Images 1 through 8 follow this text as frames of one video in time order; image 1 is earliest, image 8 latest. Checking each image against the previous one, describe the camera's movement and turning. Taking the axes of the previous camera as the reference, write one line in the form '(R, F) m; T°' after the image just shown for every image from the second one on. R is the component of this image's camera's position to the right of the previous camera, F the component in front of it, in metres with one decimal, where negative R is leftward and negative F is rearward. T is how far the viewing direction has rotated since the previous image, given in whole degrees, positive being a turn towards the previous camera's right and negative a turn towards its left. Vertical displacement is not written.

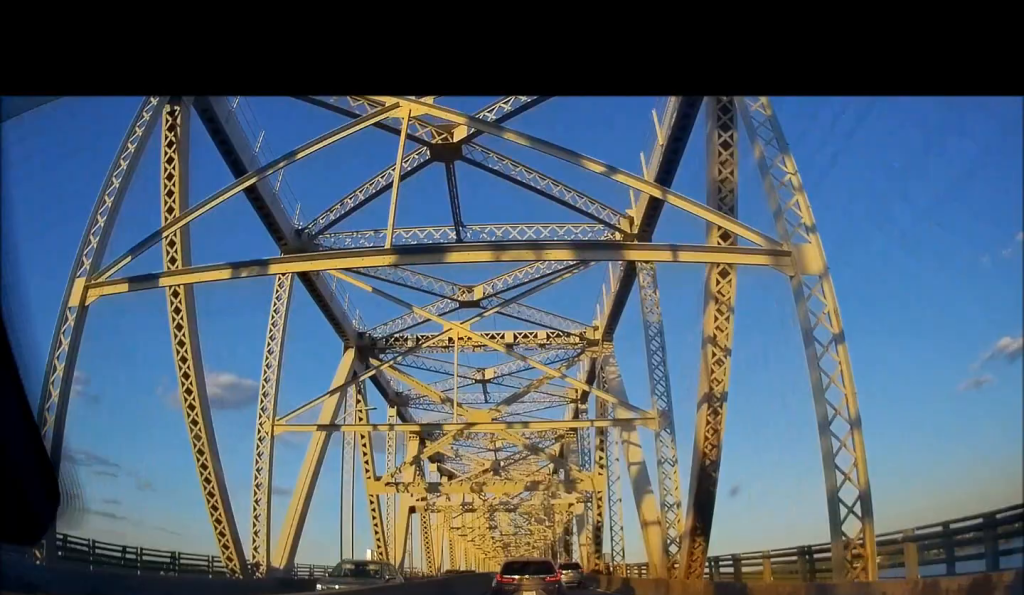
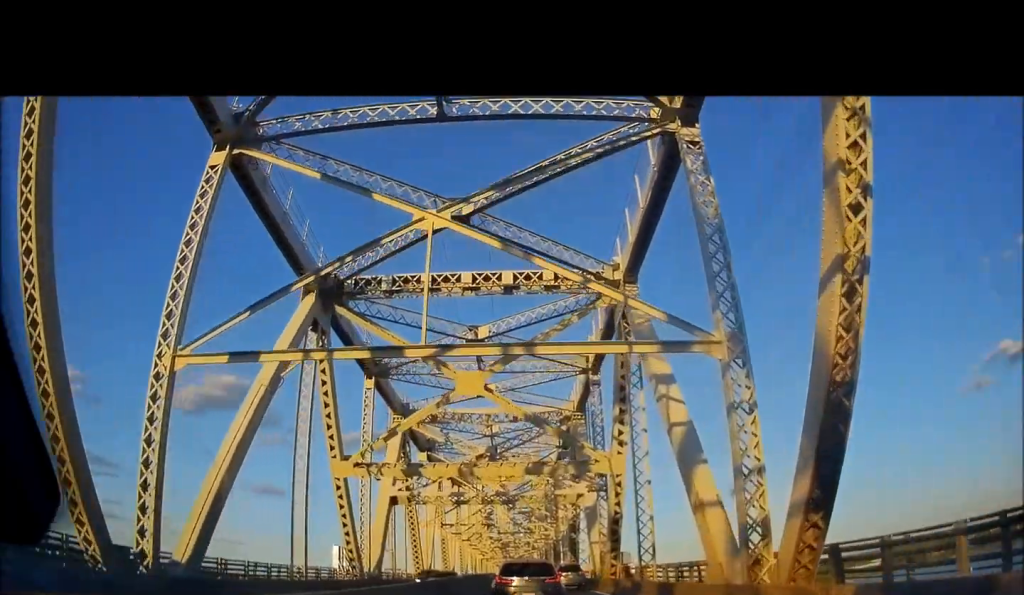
(-0.2, +7.3) m; -1°
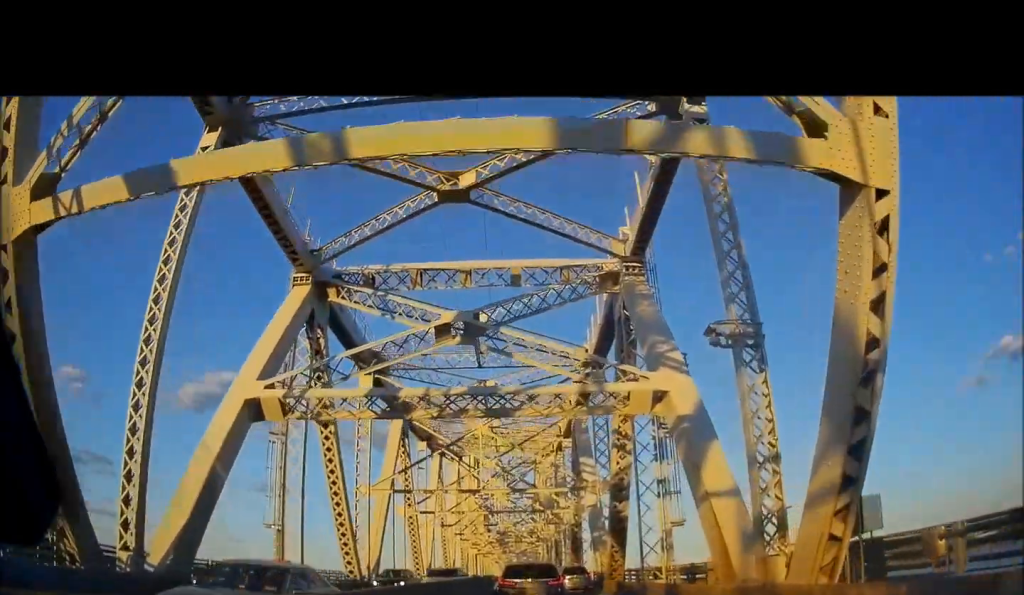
(-0.5, +23.4) m; -1°
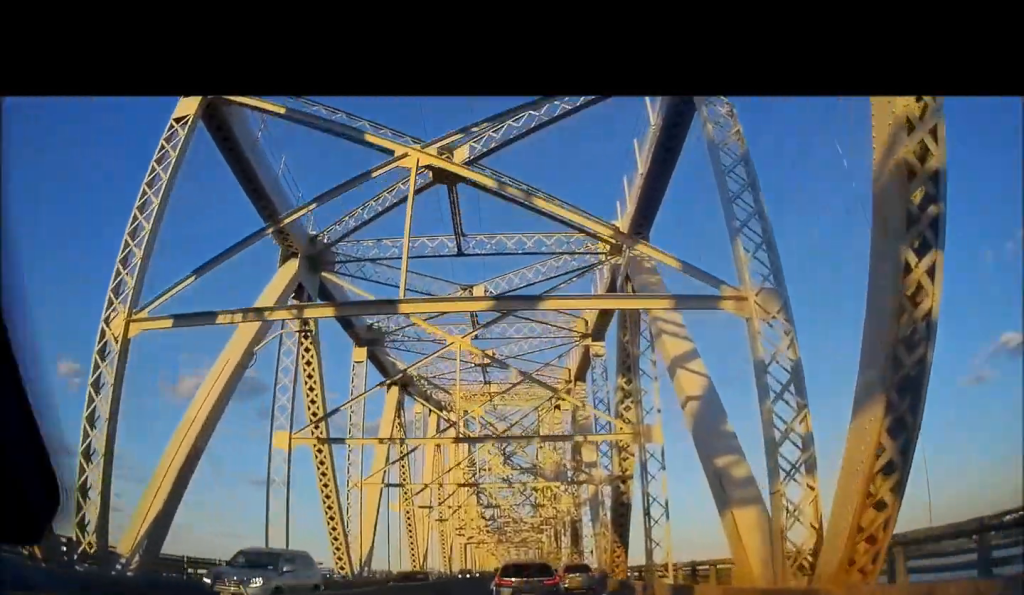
(0.0, +24.0) m; 0°
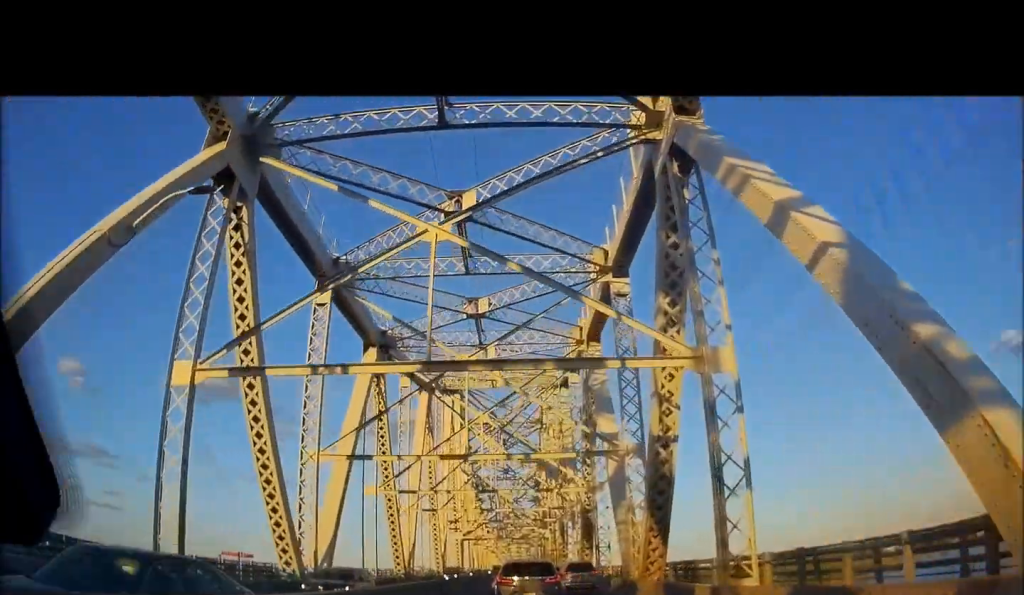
(0.0, +7.9) m; 0°
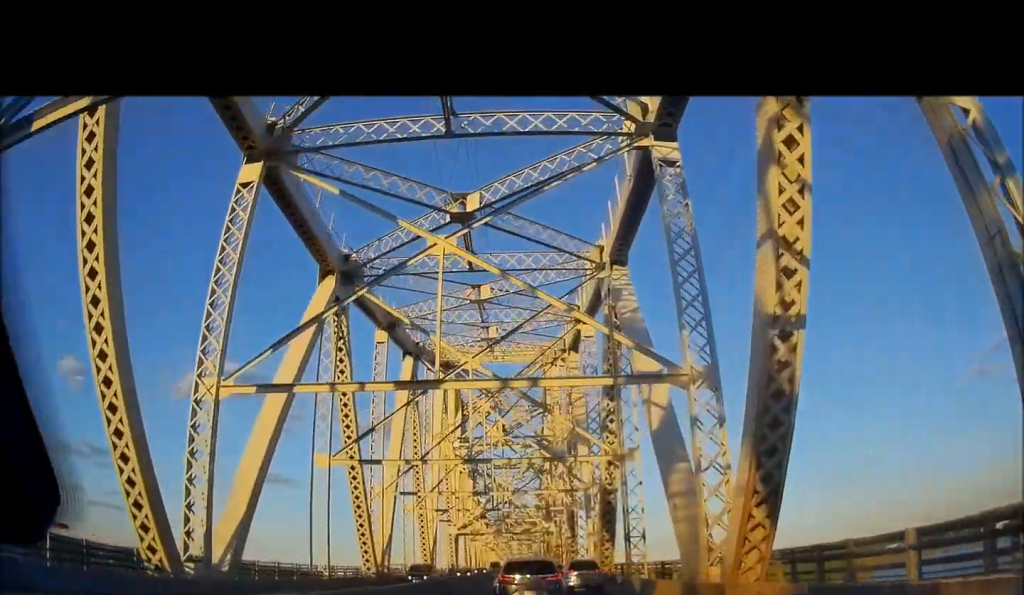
(0.0, +9.8) m; -2°
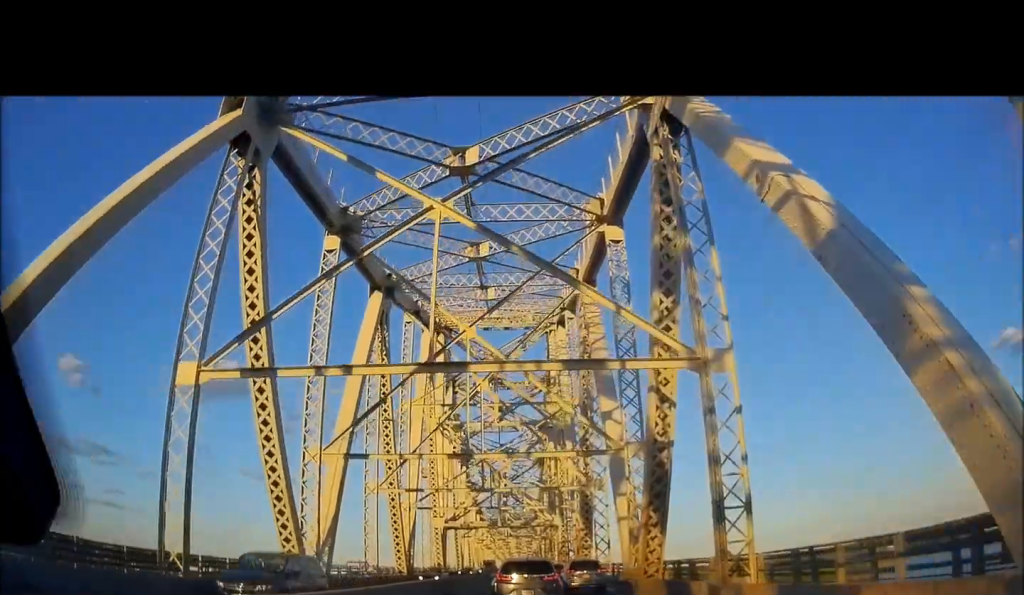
(-0.4, +12.8) m; 0°
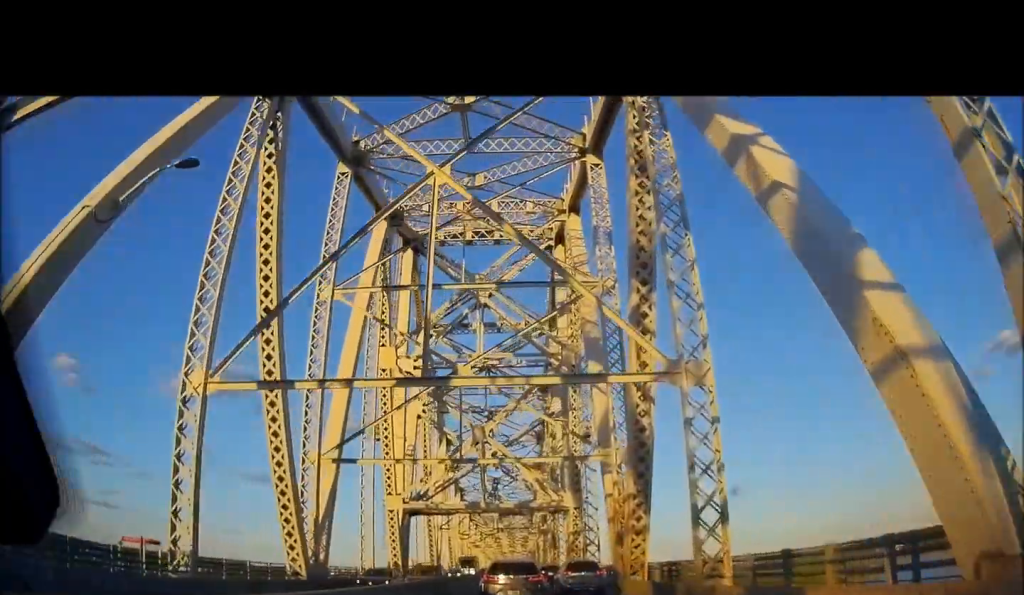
(+0.5, +22.2) m; +2°
